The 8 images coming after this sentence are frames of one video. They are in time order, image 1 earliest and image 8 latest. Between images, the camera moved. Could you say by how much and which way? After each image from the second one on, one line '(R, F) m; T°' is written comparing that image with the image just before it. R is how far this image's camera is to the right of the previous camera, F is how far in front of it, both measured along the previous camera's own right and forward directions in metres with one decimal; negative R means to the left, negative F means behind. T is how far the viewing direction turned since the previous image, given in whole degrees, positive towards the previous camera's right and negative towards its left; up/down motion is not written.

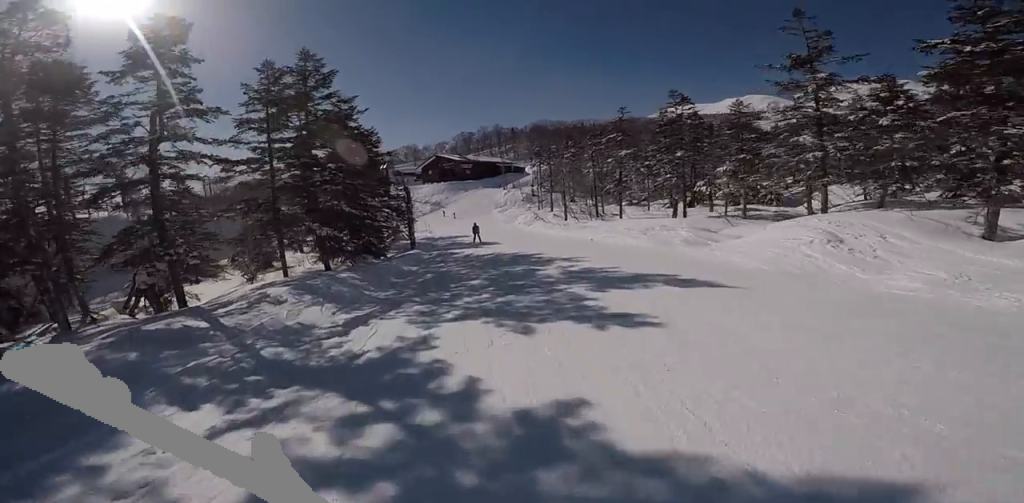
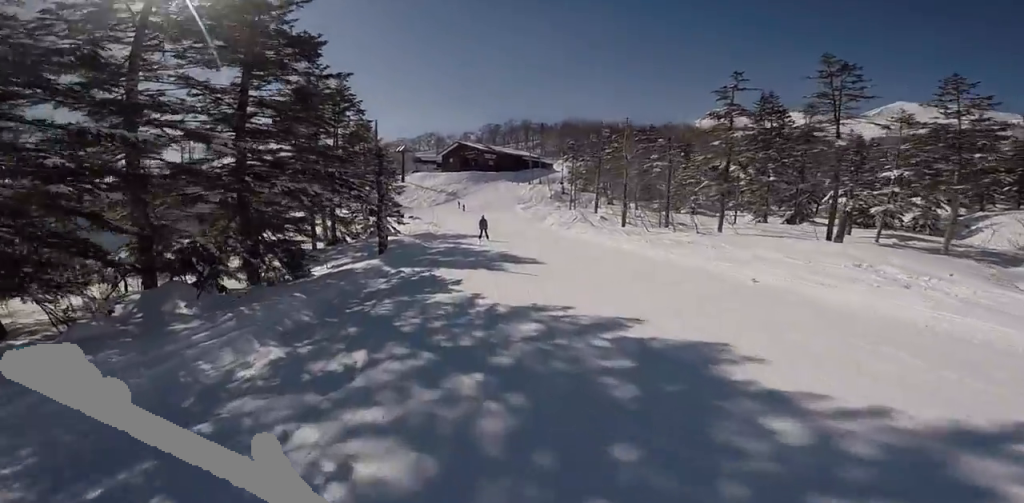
(+0.2, +12.0) m; -1°
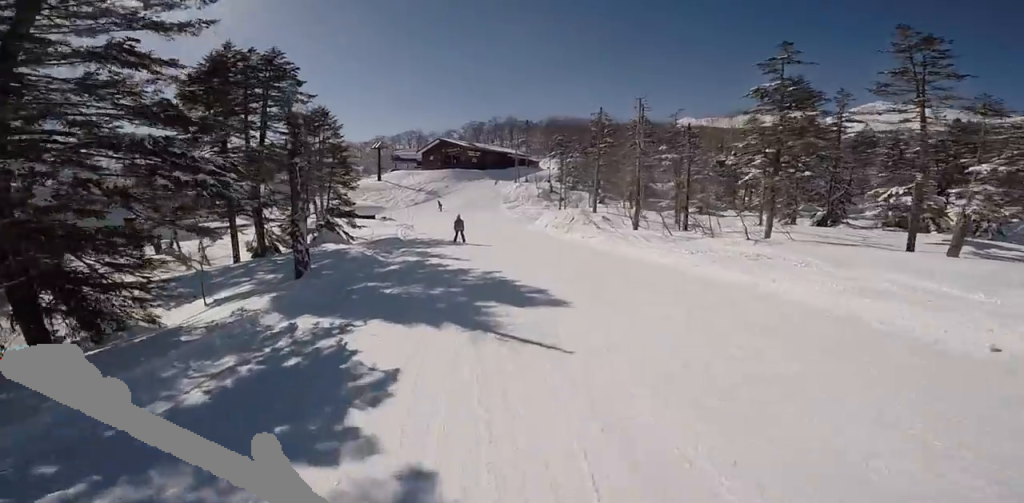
(-0.2, +5.4) m; 0°
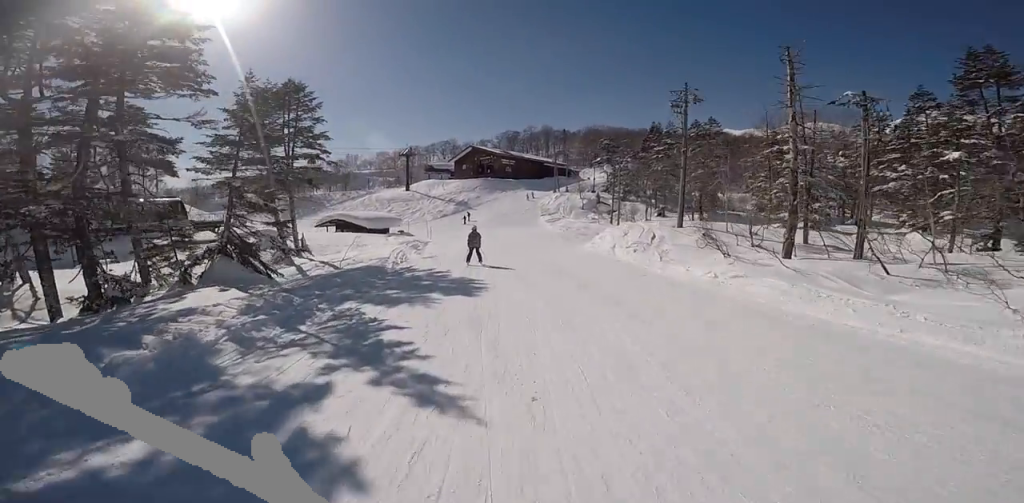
(+0.1, +9.8) m; 0°
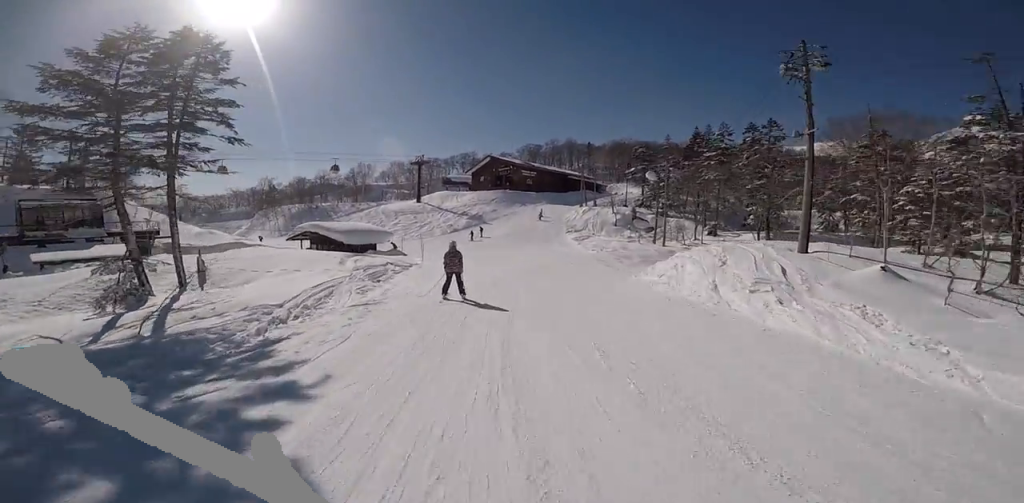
(-0.1, +9.0) m; -2°
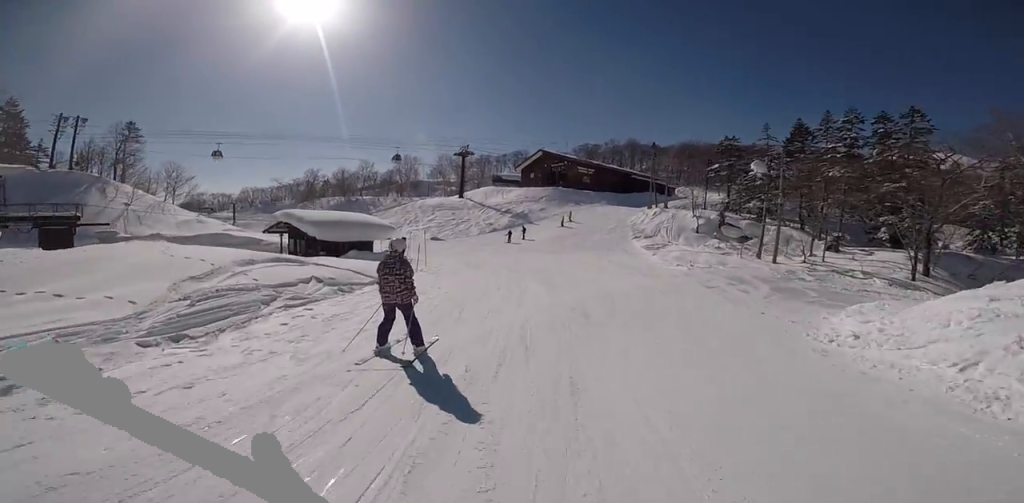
(-0.2, +9.6) m; -12°
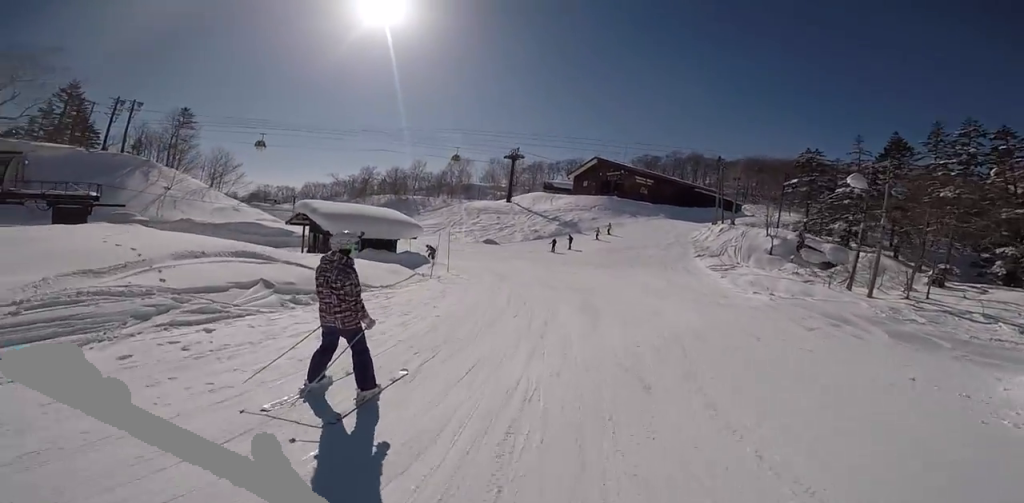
(-0.4, +3.0) m; -7°
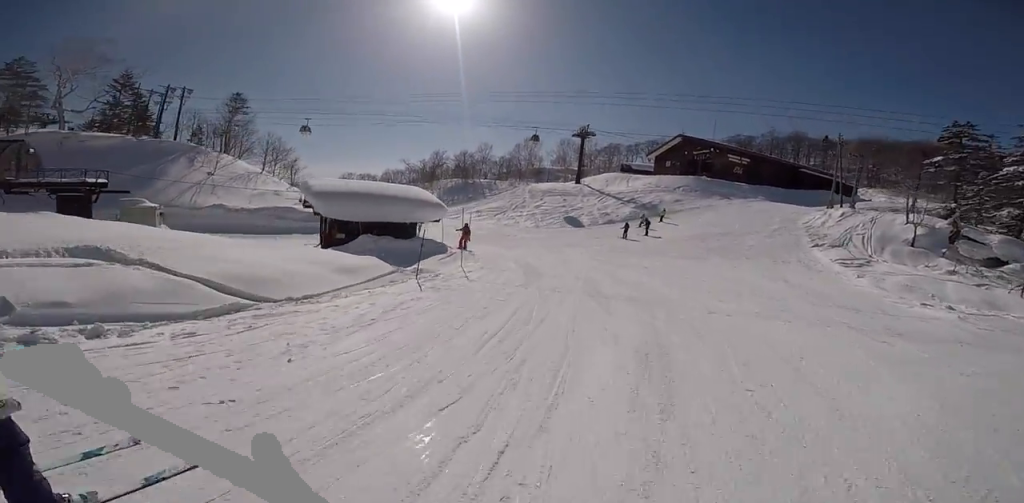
(-0.9, +4.8) m; -10°
